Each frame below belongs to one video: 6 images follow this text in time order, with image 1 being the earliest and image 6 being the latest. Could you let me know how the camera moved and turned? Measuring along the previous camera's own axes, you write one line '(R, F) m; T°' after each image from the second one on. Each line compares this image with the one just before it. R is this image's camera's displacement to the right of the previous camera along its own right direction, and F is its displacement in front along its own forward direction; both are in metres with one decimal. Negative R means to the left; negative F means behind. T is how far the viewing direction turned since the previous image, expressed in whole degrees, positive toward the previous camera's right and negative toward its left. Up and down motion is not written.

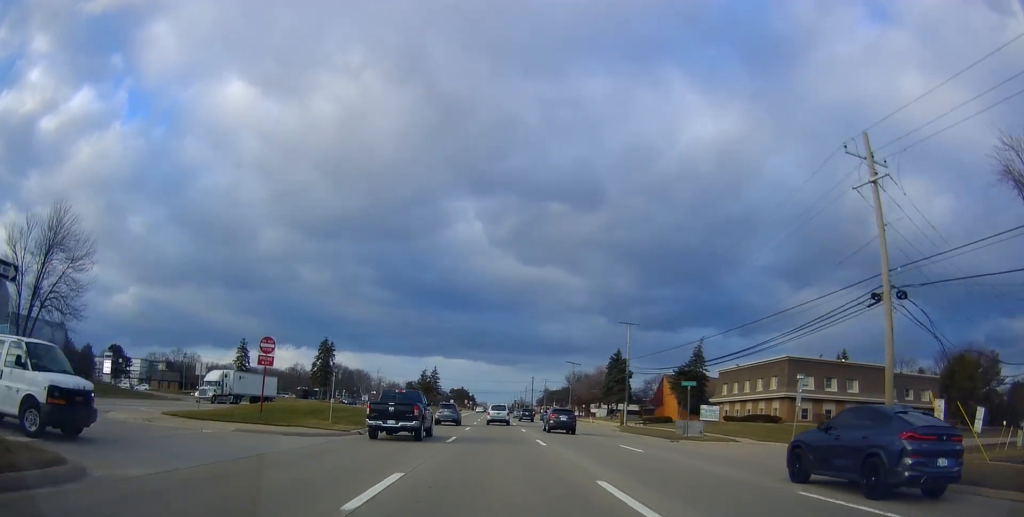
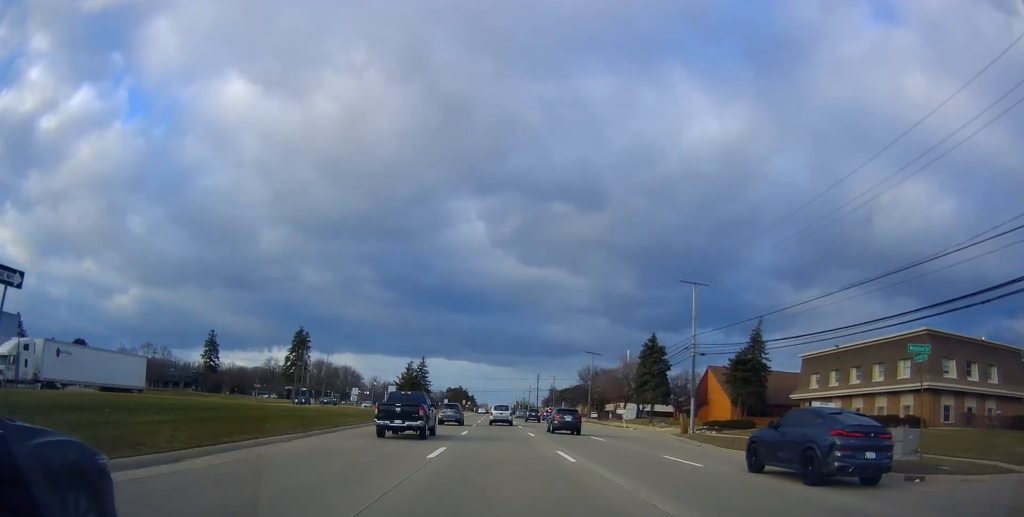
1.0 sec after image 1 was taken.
(+0.2, +22.2) m; -1°
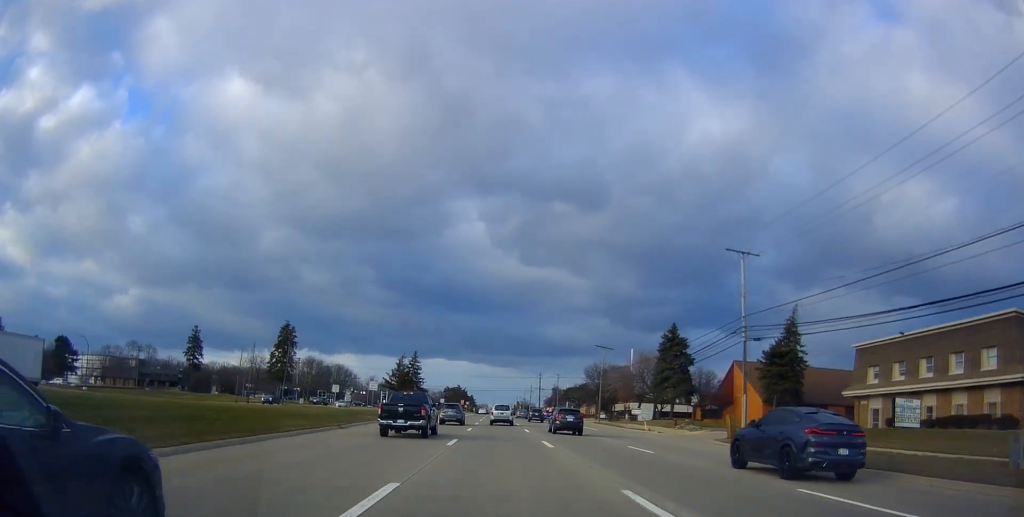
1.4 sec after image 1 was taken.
(-0.1, +9.7) m; 0°
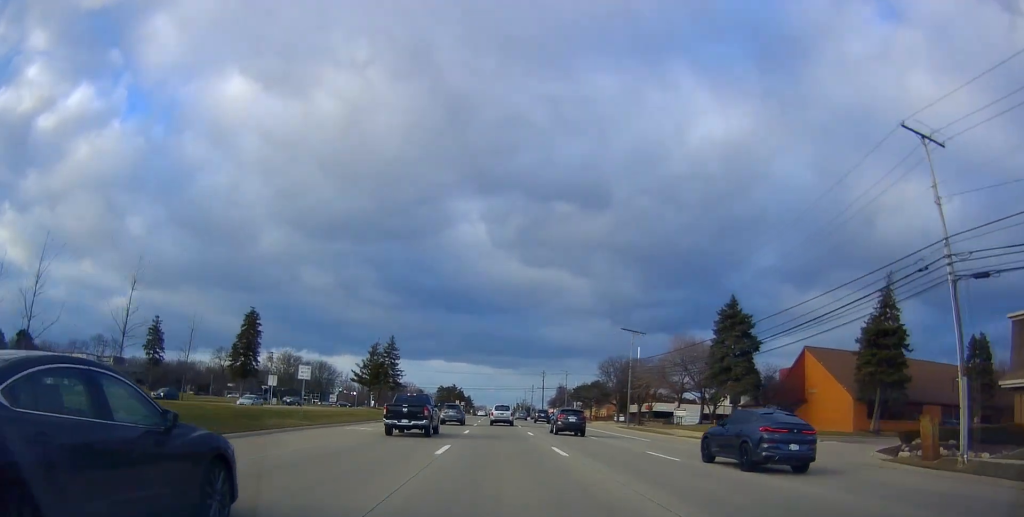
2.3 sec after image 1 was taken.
(-0.5, +19.3) m; 0°
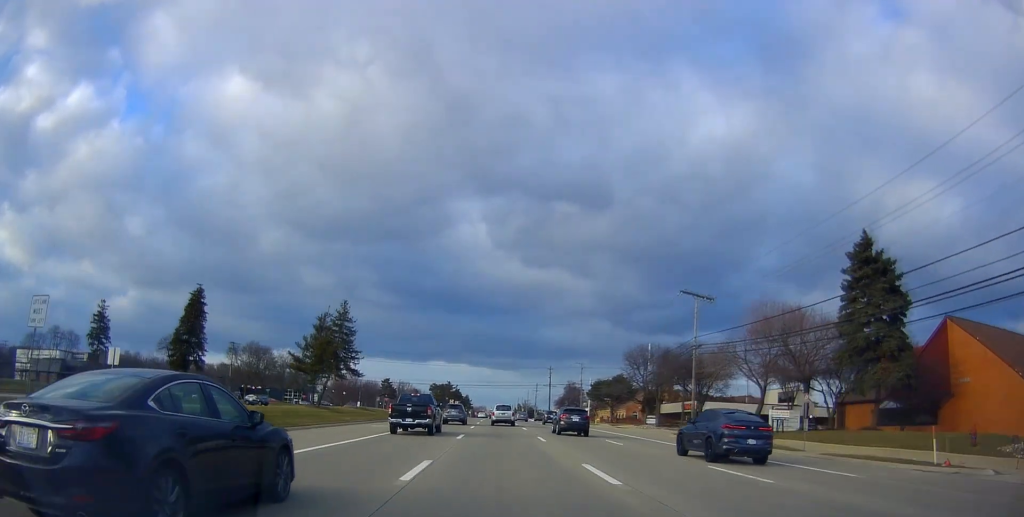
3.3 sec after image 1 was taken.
(+0.6, +22.2) m; 0°
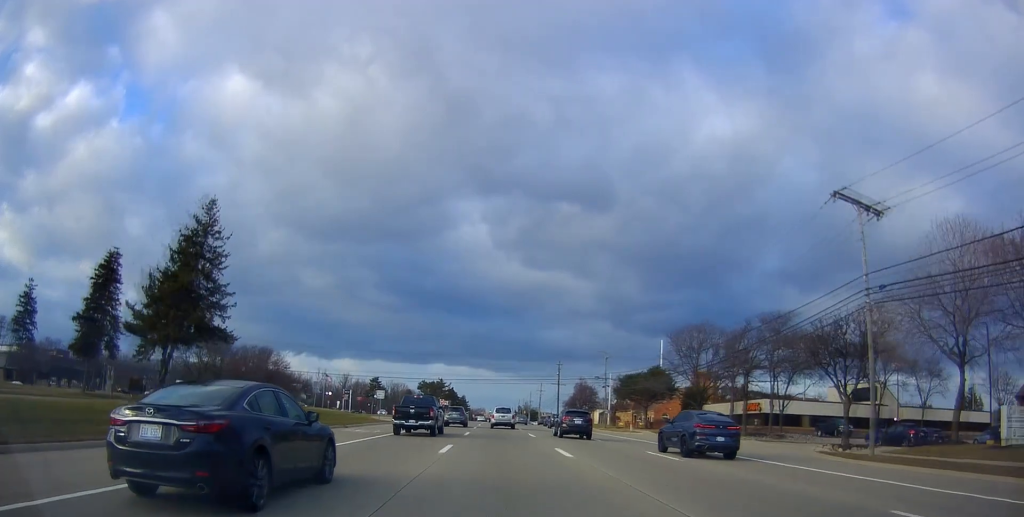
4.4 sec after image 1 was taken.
(-0.7, +23.7) m; -1°
